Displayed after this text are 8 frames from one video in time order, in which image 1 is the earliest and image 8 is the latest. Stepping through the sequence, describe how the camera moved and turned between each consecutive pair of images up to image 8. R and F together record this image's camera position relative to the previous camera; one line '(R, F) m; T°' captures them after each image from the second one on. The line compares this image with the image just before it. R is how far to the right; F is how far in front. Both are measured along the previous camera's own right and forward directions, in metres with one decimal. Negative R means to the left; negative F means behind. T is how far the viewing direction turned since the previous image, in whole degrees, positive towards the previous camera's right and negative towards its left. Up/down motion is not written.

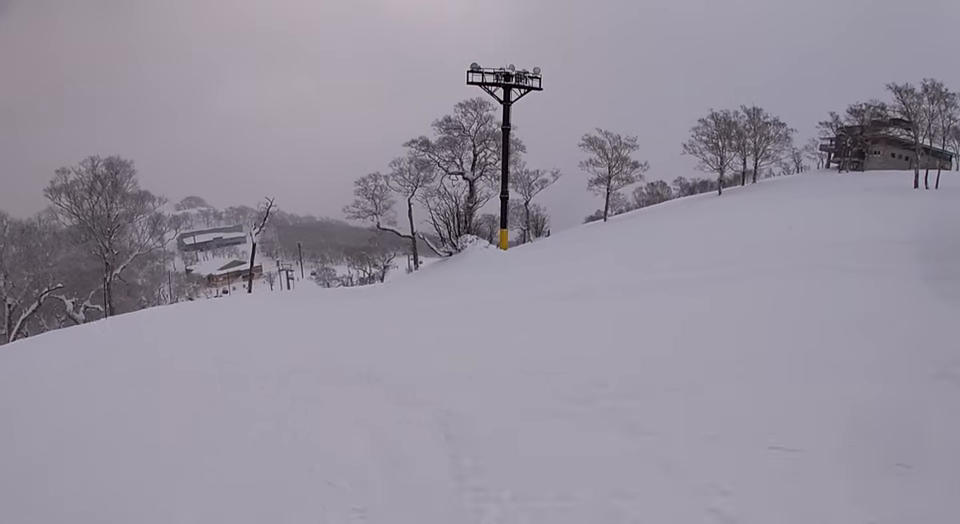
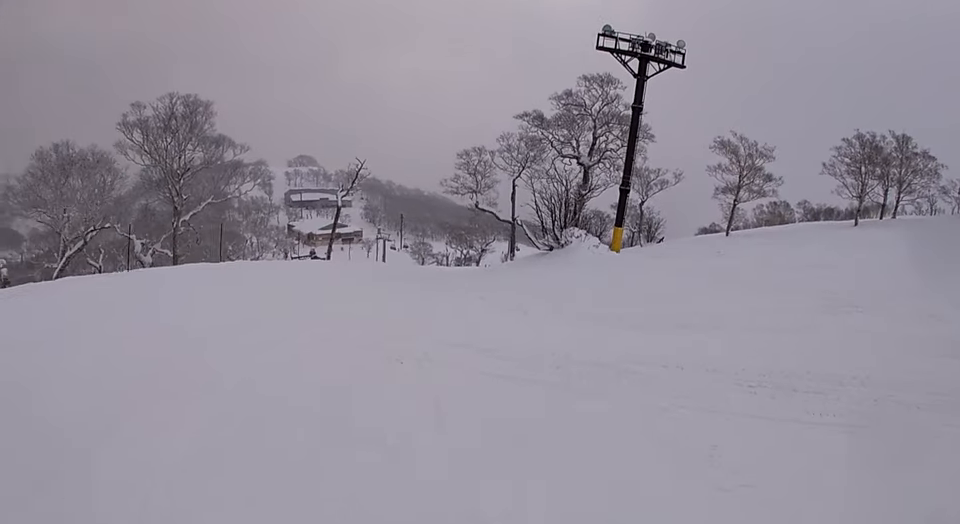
(0.0, +5.3) m; -3°
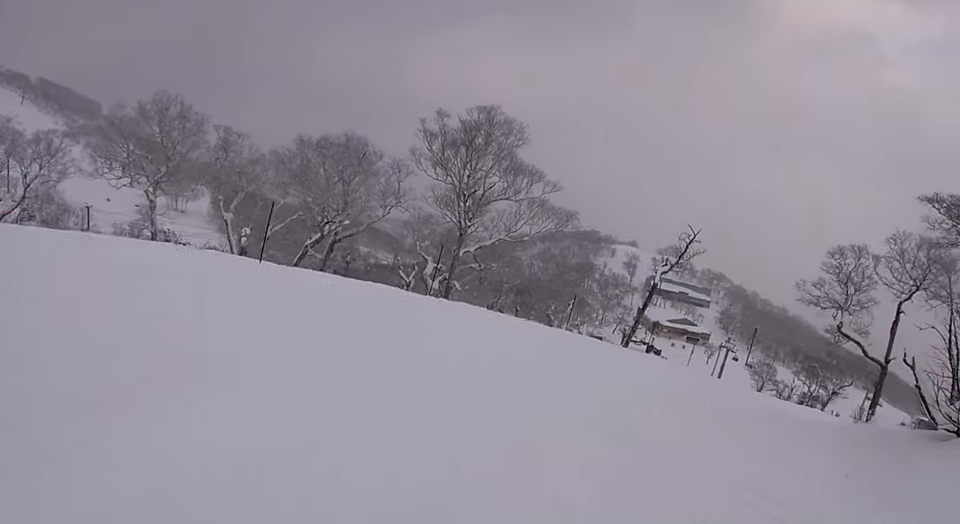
(-1.1, +11.8) m; -22°
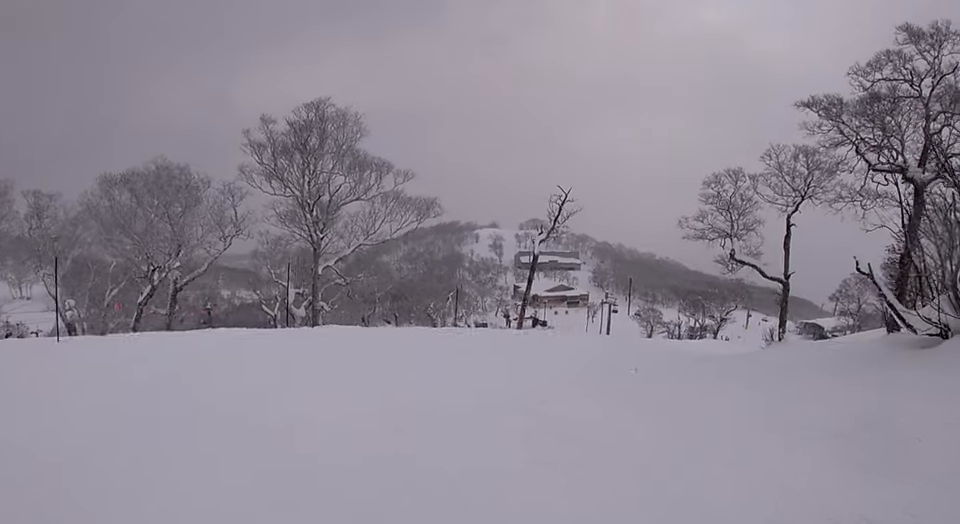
(-0.6, +3.0) m; -2°
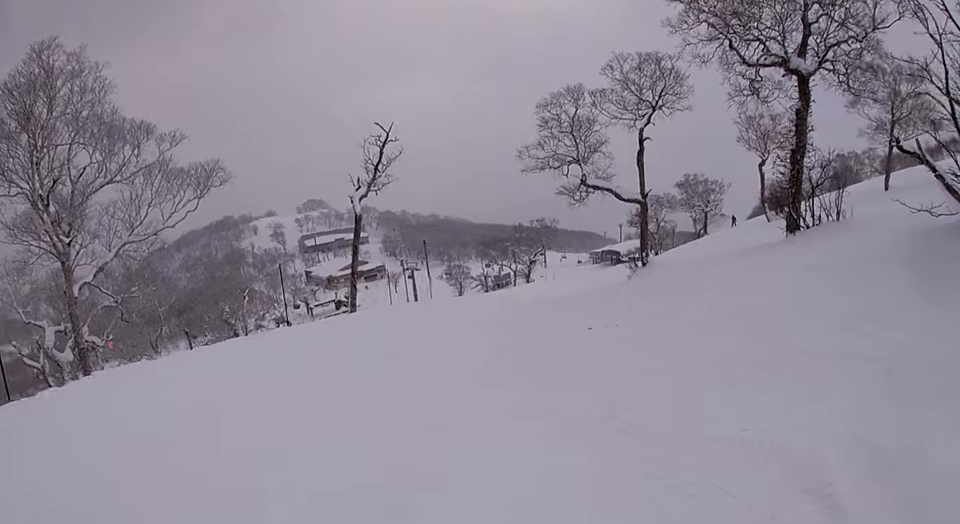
(-0.4, +6.0) m; +9°
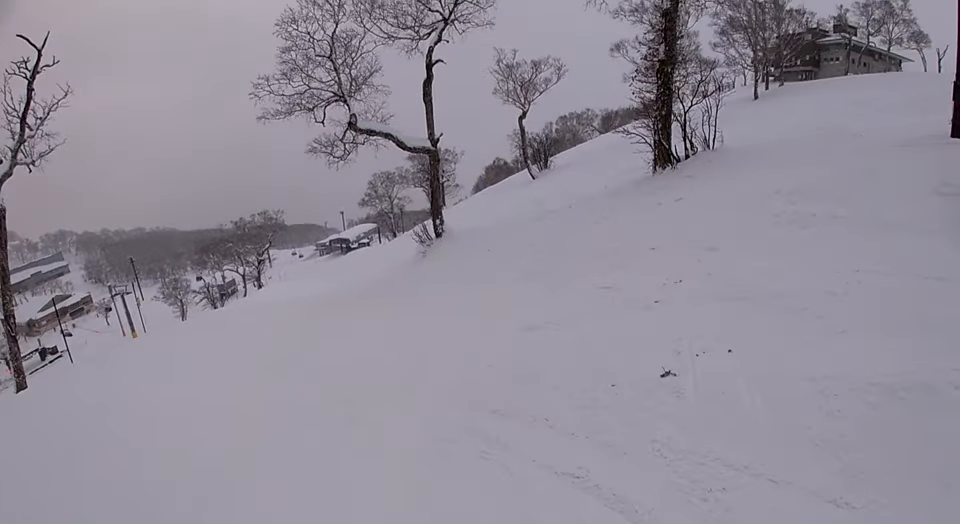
(+2.3, +8.9) m; +27°
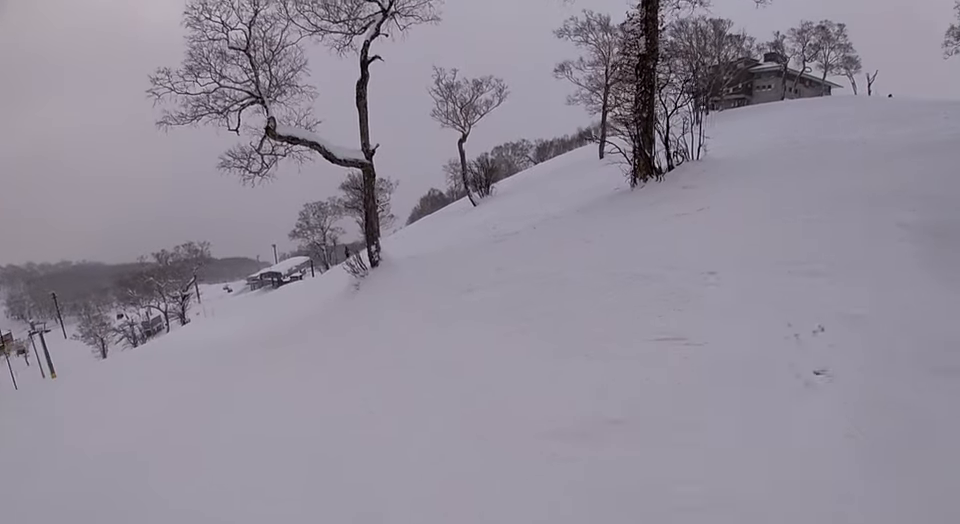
(+0.3, +3.2) m; +5°
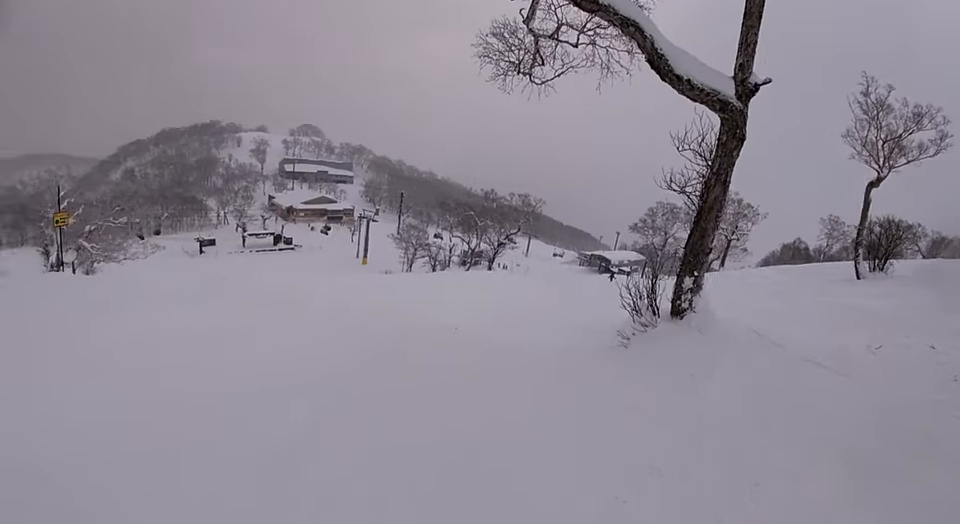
(+0.8, +9.8) m; -14°
